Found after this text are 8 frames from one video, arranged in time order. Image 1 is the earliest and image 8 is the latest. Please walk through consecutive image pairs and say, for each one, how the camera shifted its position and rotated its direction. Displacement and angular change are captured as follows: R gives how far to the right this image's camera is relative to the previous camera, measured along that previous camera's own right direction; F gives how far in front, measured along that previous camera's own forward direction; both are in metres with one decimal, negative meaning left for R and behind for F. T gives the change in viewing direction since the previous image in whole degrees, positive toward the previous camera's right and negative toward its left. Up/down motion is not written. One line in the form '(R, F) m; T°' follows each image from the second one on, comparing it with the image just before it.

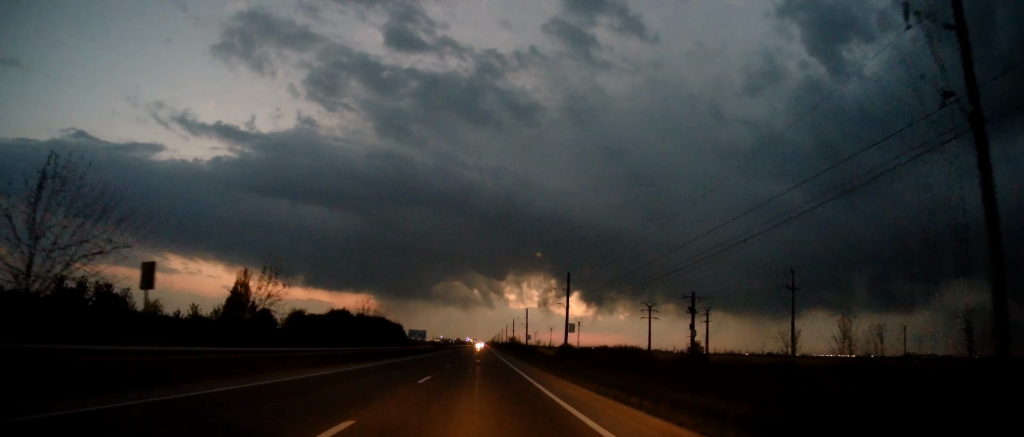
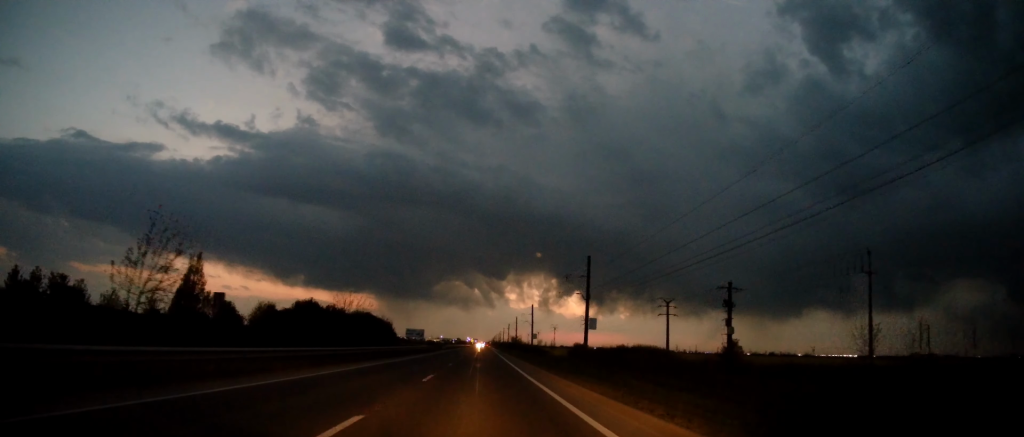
(+0.2, +11.1) m; 0°
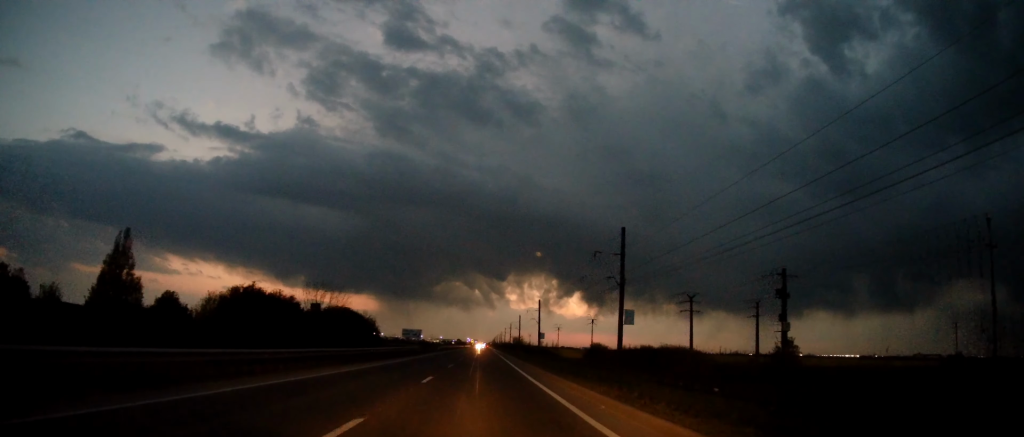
(+0.2, +12.0) m; 0°
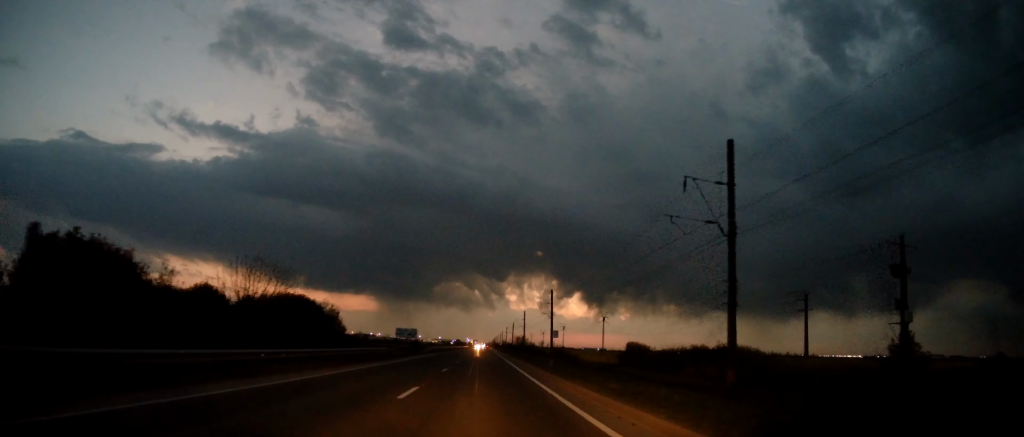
(-0.1, +16.6) m; 0°
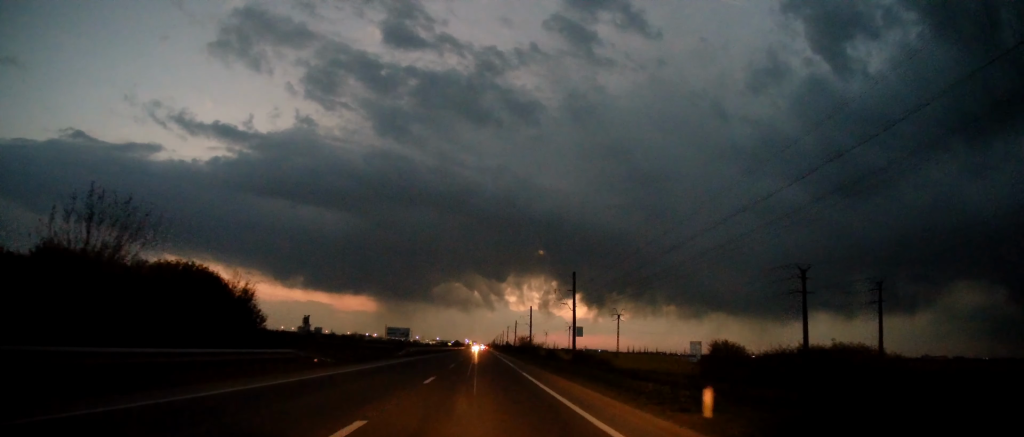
(-0.2, +18.4) m; -1°
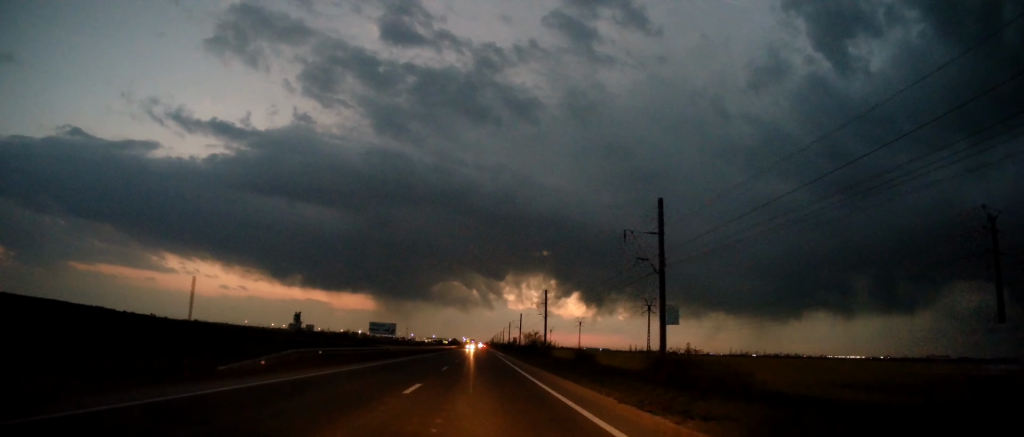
(0.0, +27.5) m; 0°
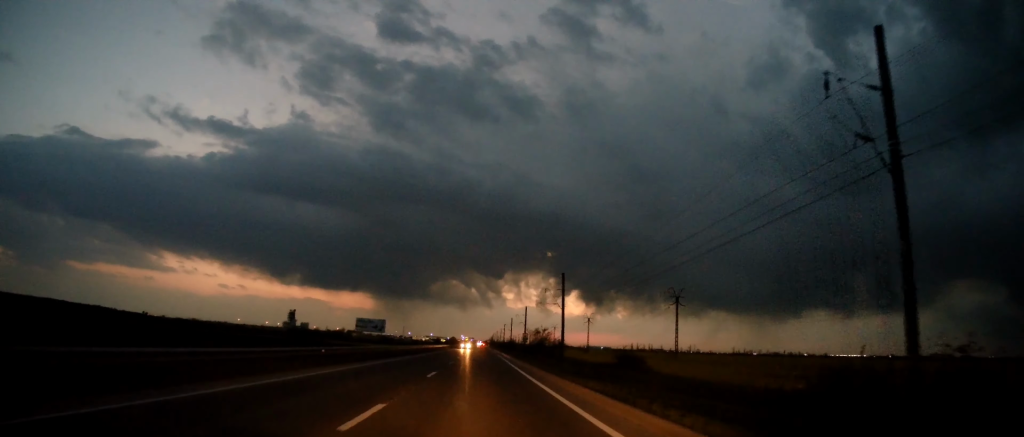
(+0.1, +17.2) m; 0°
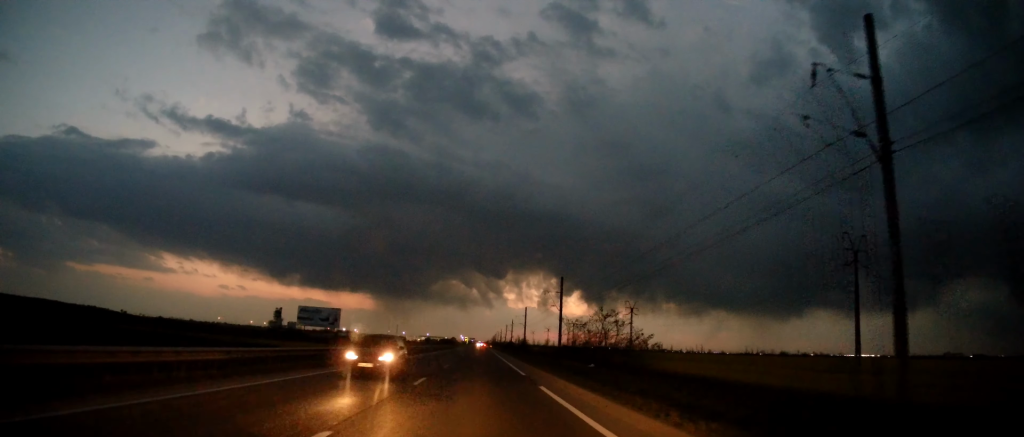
(0.0, +50.3) m; 0°
